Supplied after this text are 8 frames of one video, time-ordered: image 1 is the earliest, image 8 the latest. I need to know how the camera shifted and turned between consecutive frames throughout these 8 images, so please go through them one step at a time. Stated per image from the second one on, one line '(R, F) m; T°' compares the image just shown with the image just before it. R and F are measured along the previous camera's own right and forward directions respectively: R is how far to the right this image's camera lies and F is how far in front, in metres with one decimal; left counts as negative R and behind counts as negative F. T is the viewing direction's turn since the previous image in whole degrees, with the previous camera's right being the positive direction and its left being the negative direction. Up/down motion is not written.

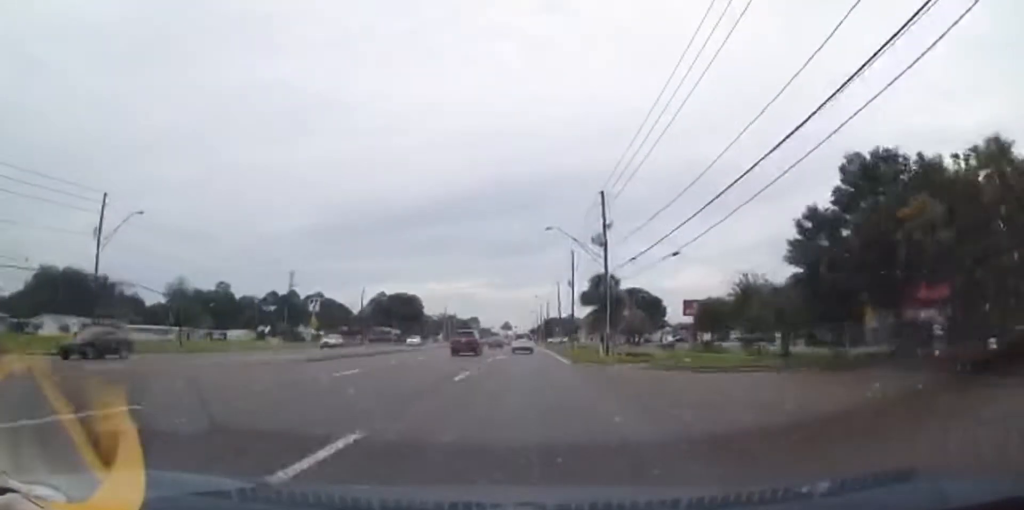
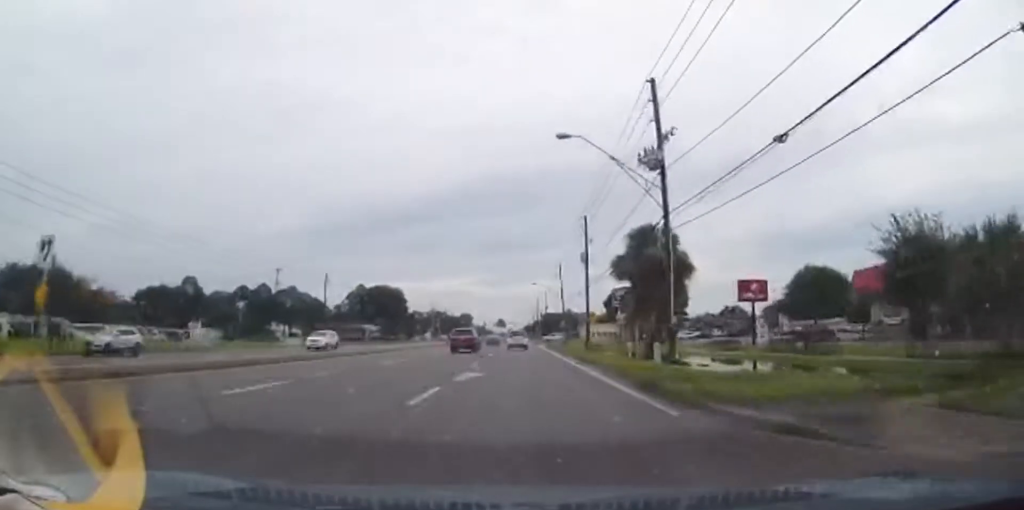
(0.0, +18.3) m; 0°
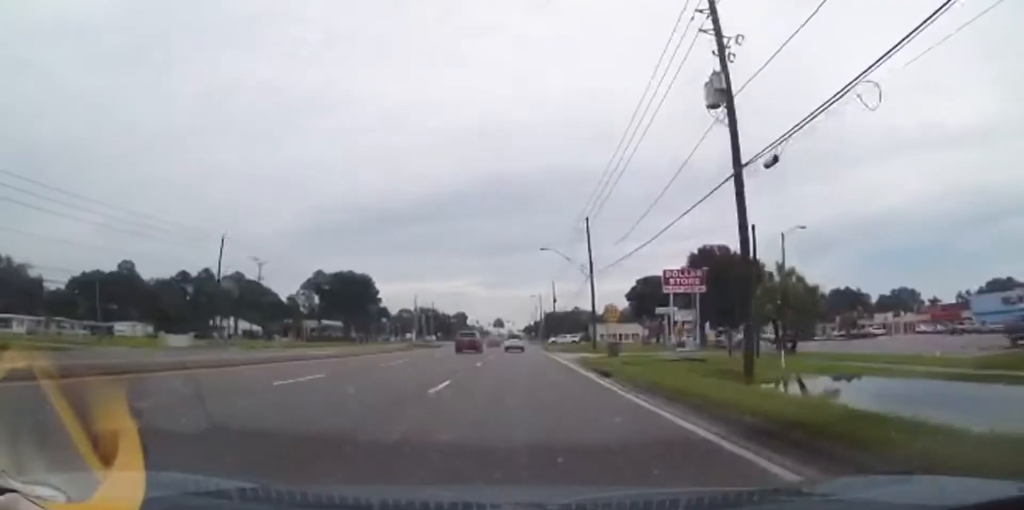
(0.0, +33.7) m; 0°
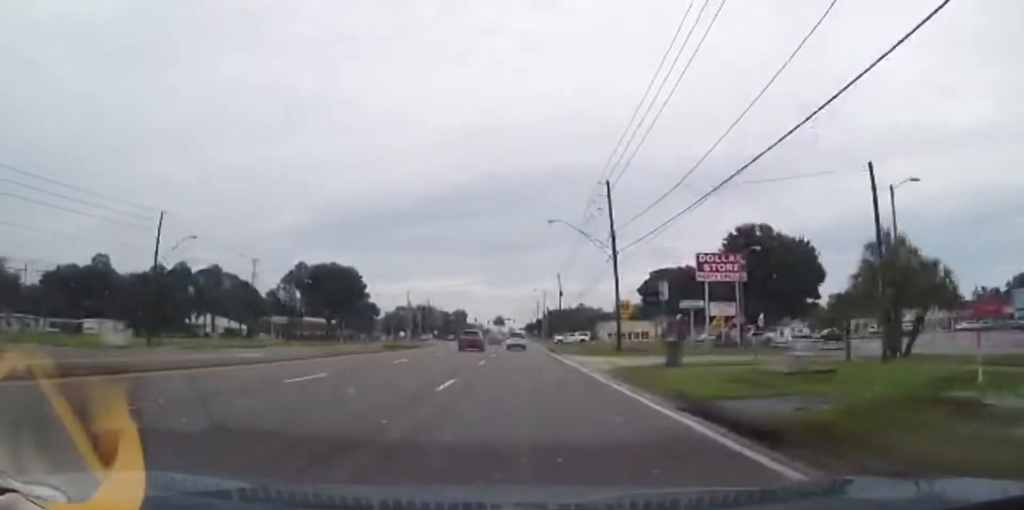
(-0.1, +11.5) m; +1°
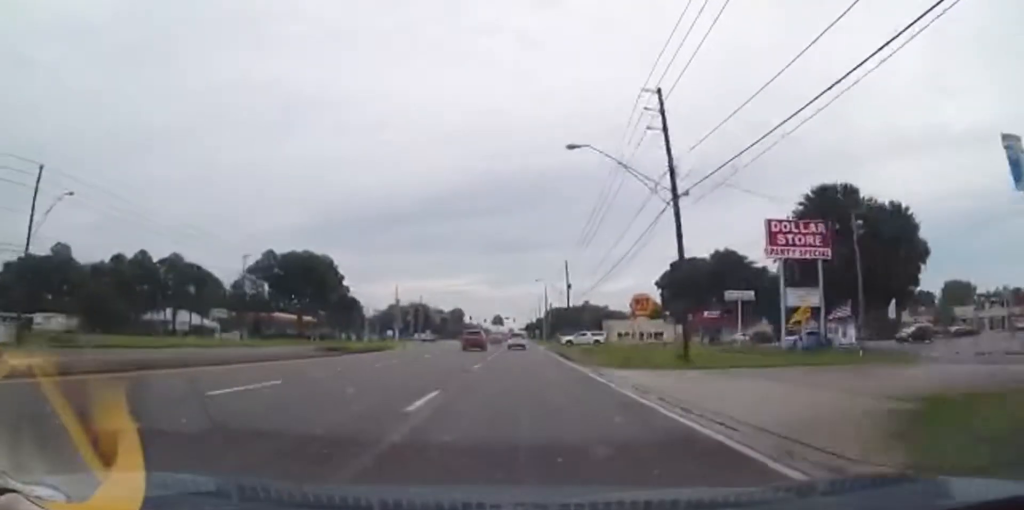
(+0.4, +15.5) m; 0°
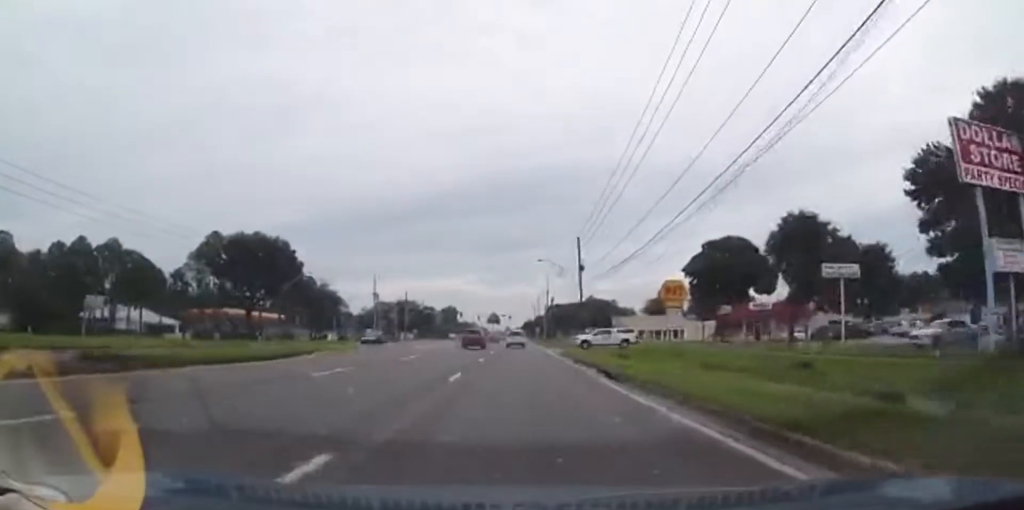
(-0.2, +18.9) m; -1°
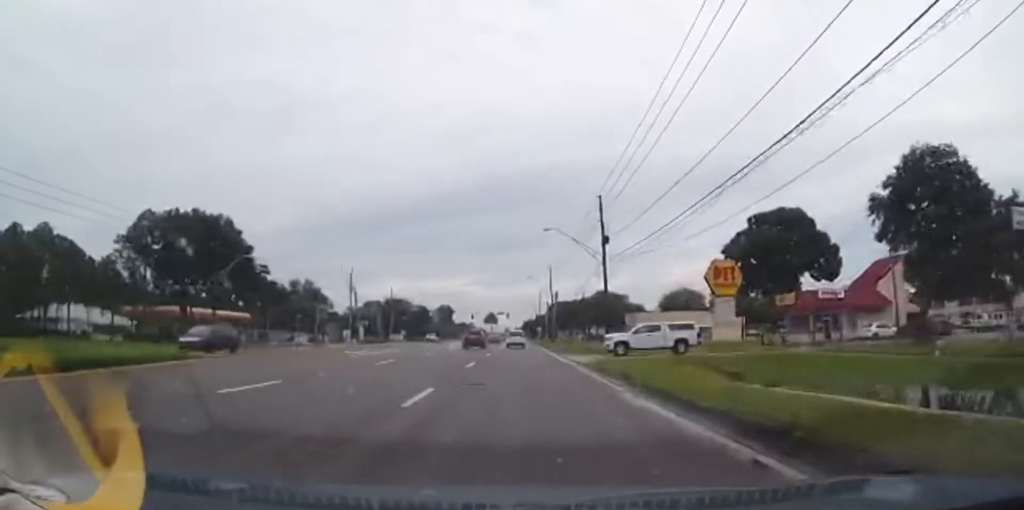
(-0.1, +17.1) m; 0°
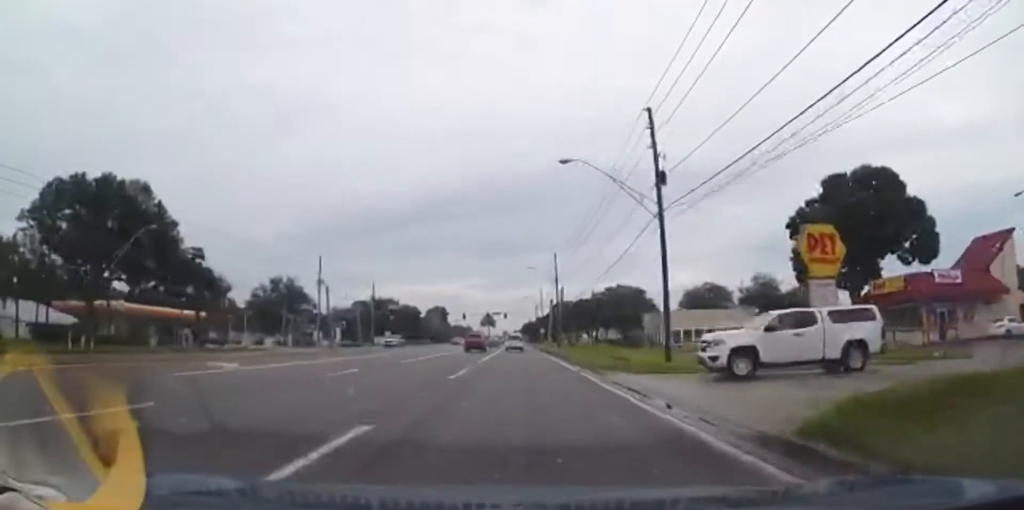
(0.0, +17.0) m; 0°
